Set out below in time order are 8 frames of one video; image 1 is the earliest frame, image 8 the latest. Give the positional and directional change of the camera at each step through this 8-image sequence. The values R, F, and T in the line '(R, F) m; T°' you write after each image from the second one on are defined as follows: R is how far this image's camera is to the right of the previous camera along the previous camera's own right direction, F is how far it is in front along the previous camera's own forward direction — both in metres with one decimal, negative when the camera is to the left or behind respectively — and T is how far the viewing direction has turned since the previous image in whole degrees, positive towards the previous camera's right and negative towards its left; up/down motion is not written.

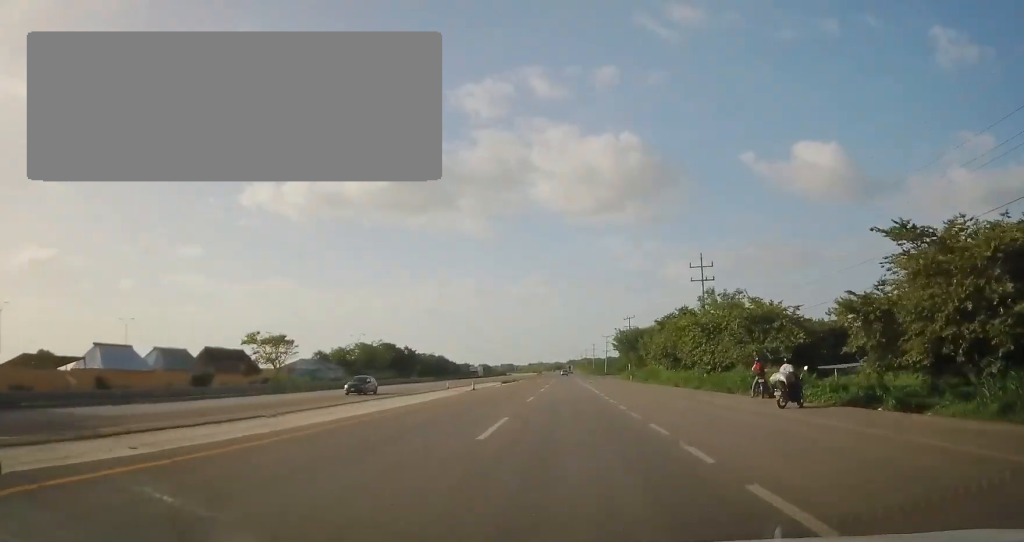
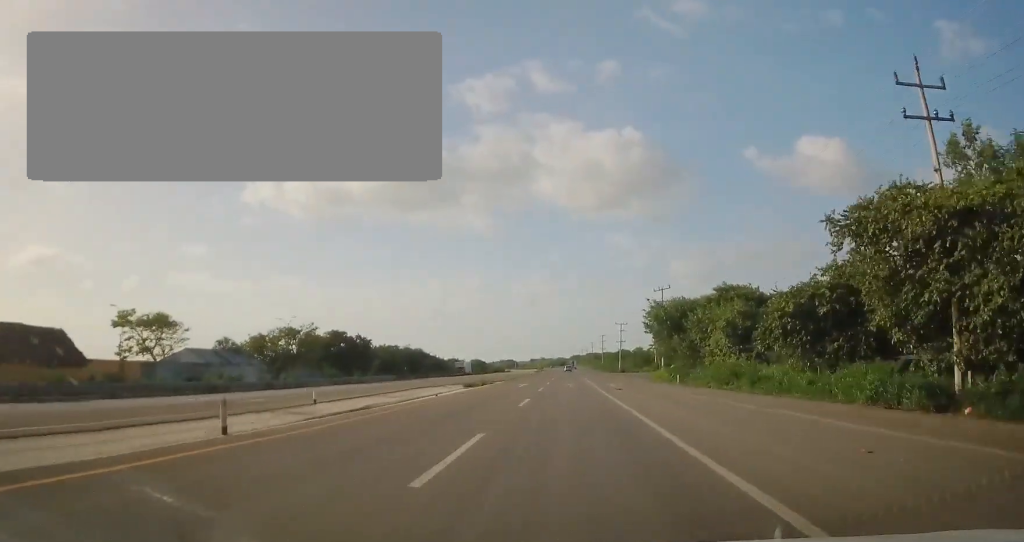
(-1.0, +34.1) m; -3°
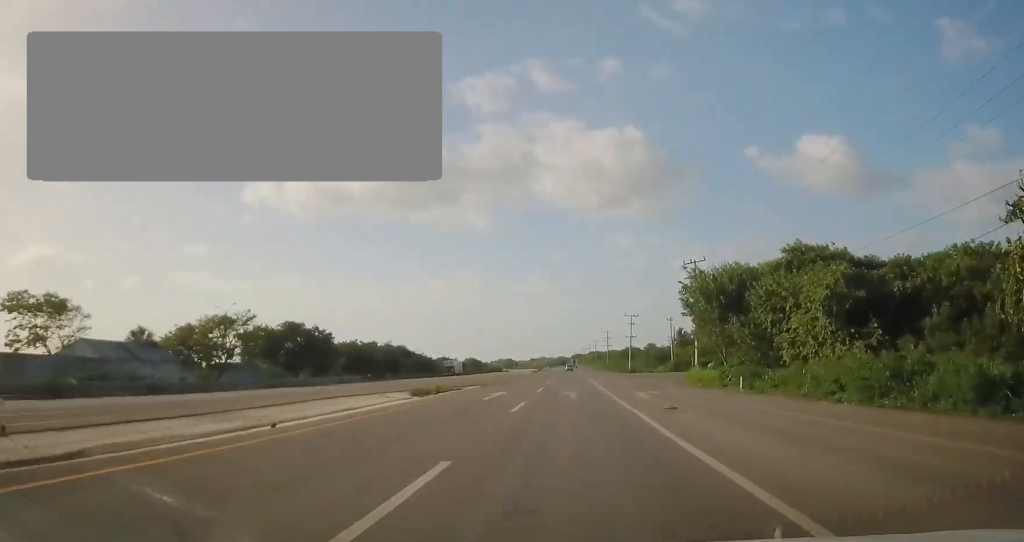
(0.0, +18.7) m; +1°
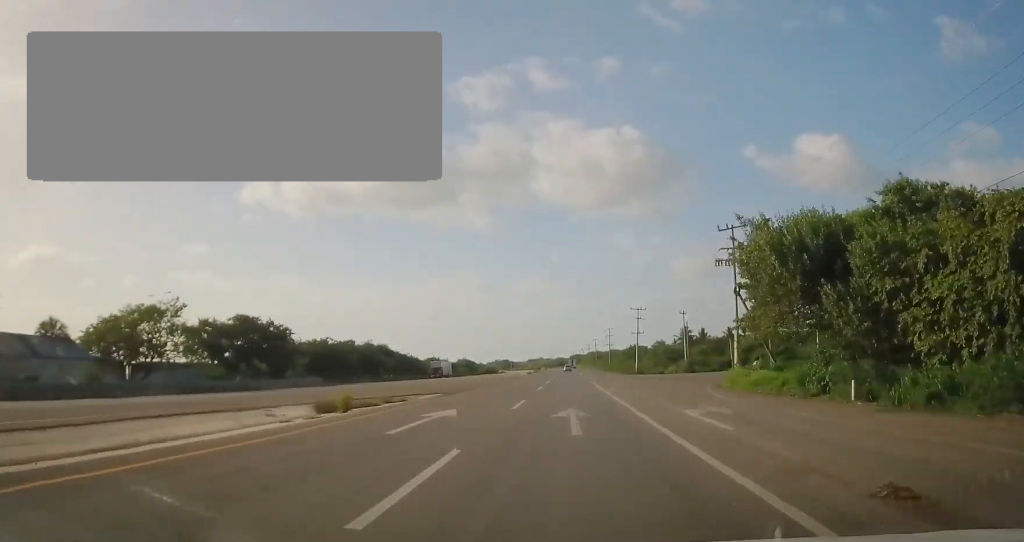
(+0.2, +13.6) m; 0°
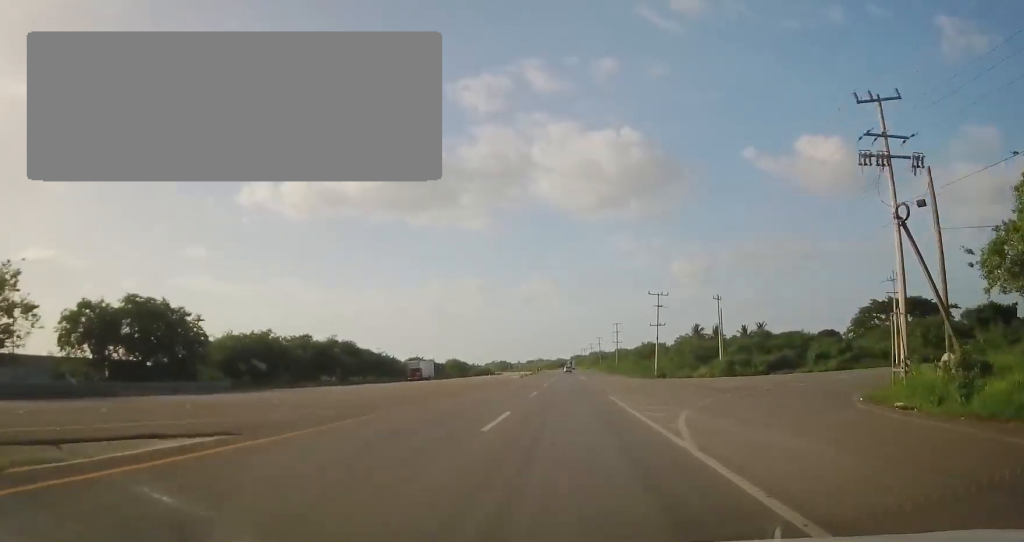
(0.0, +21.4) m; 0°
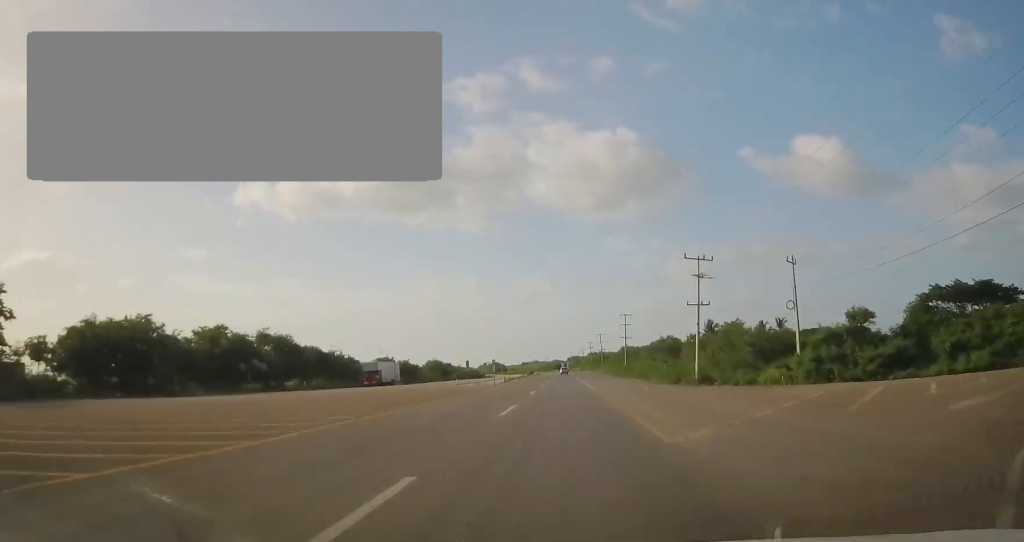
(0.0, +25.8) m; +1°
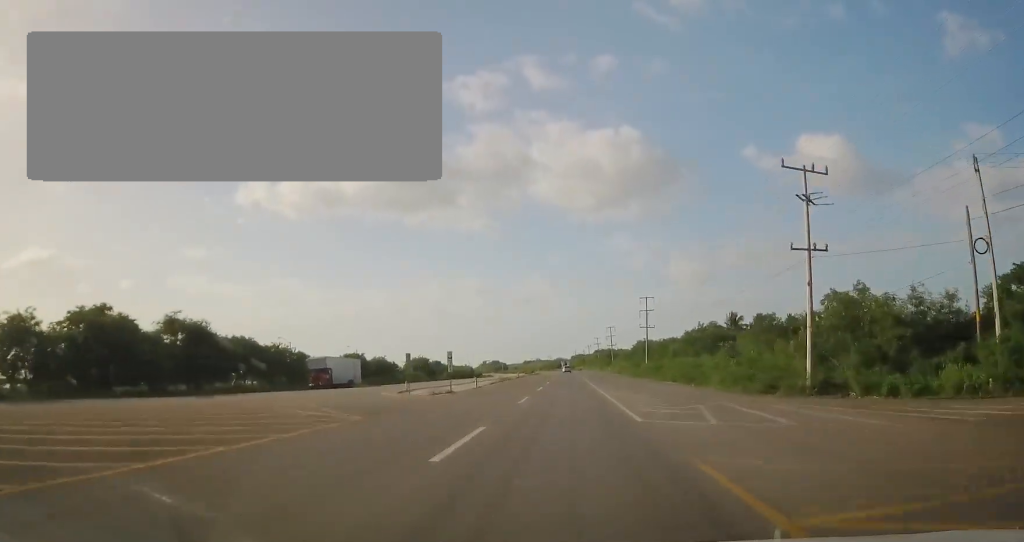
(+0.5, +23.4) m; +1°
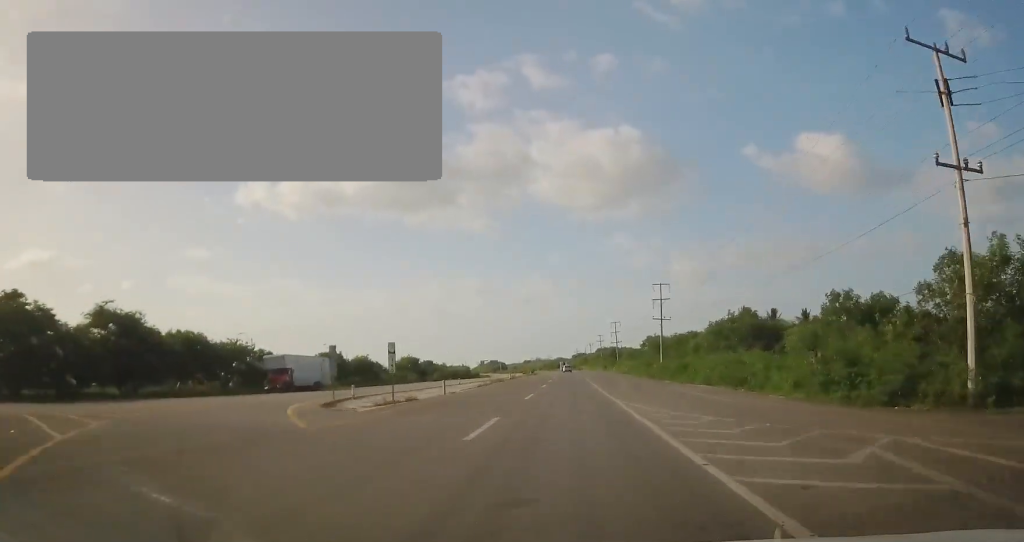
(+0.2, +12.0) m; 0°
